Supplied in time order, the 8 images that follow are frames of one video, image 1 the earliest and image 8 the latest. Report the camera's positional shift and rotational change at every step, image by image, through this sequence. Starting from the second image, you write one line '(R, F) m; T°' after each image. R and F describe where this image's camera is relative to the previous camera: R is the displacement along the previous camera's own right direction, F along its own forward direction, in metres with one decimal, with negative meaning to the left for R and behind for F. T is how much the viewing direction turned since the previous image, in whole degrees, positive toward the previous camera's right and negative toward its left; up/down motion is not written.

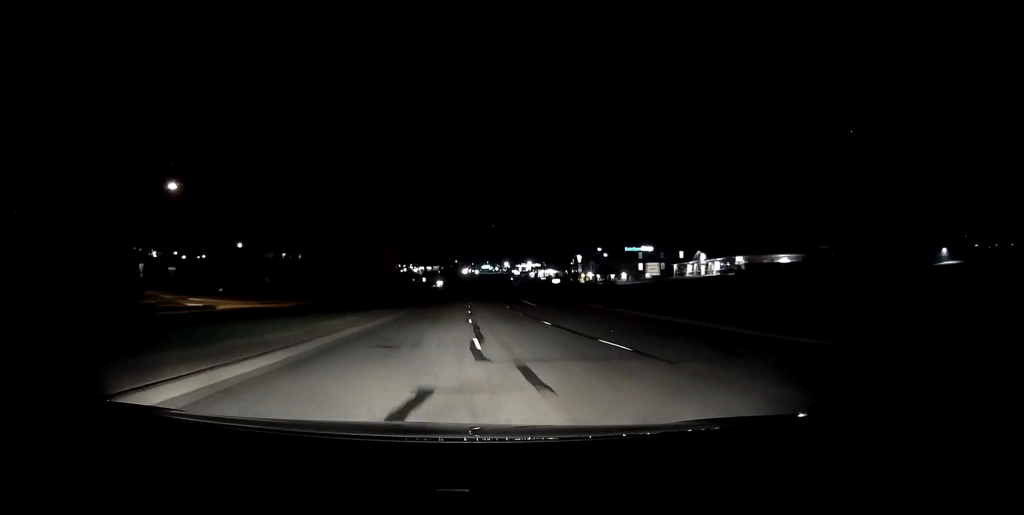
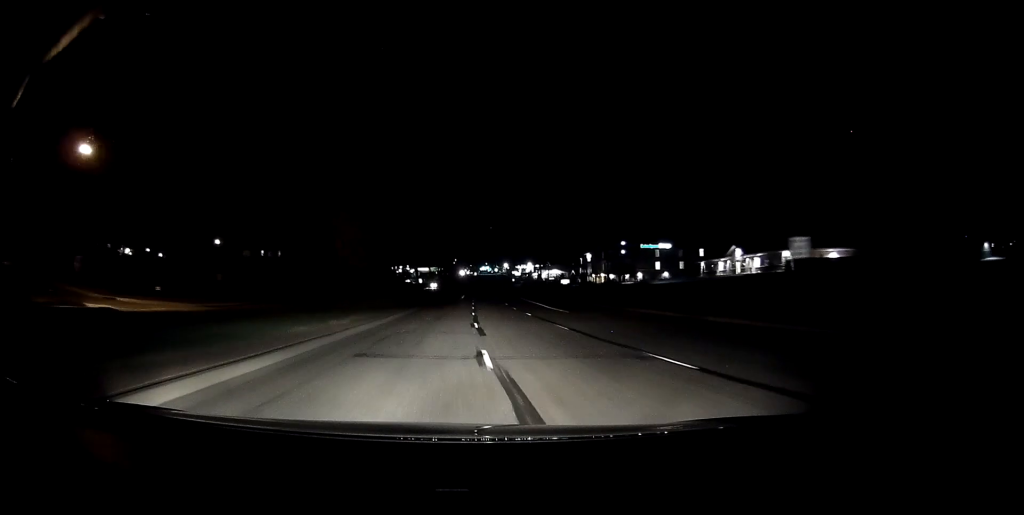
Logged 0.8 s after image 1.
(+0.1, +15.8) m; +1°
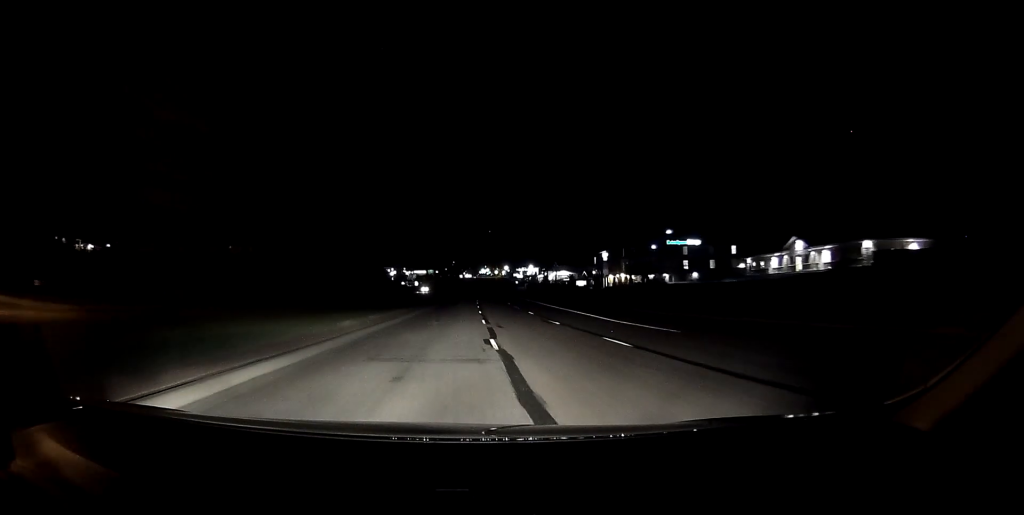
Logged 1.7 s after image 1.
(+0.1, +19.7) m; 0°
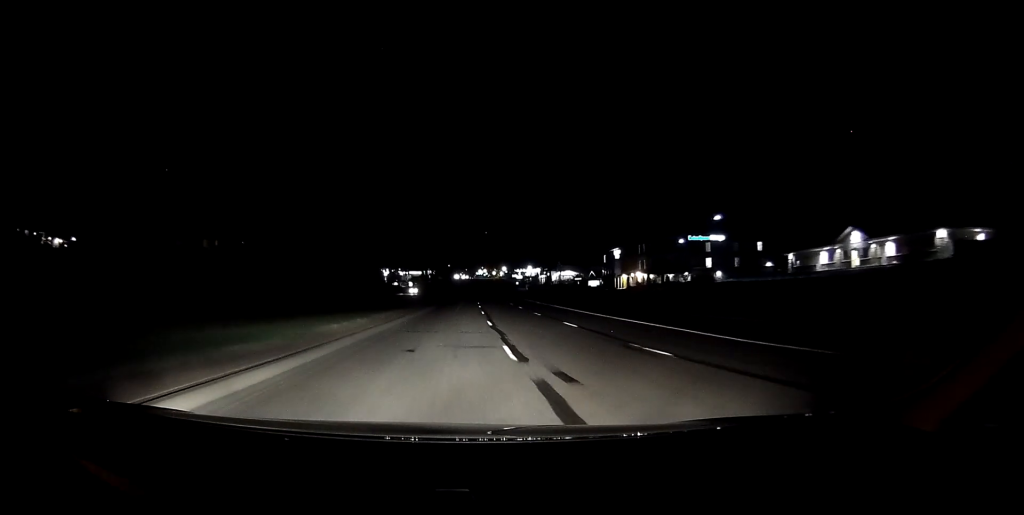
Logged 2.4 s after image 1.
(+0.1, +14.2) m; 0°
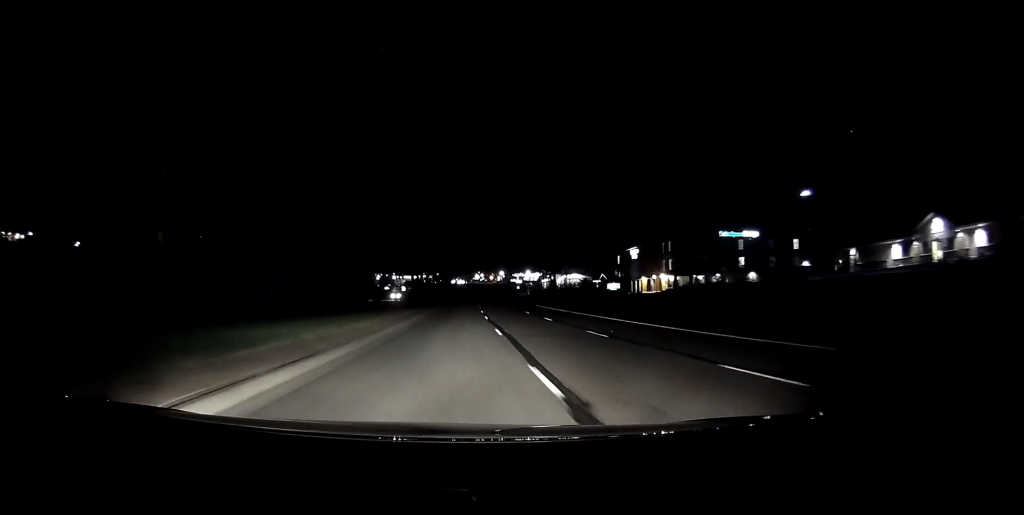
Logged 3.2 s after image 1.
(-0.2, +16.2) m; 0°
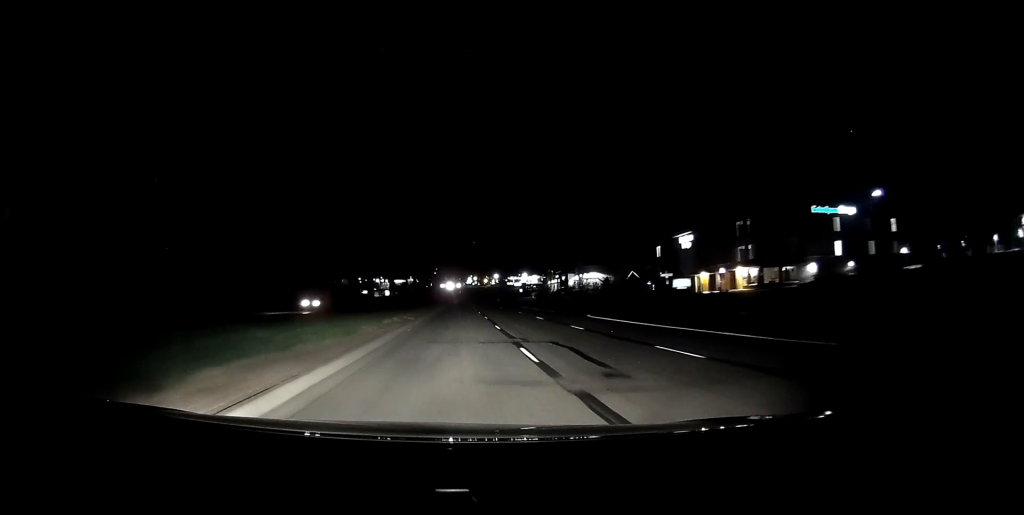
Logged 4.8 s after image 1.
(+0.6, +31.9) m; +1°
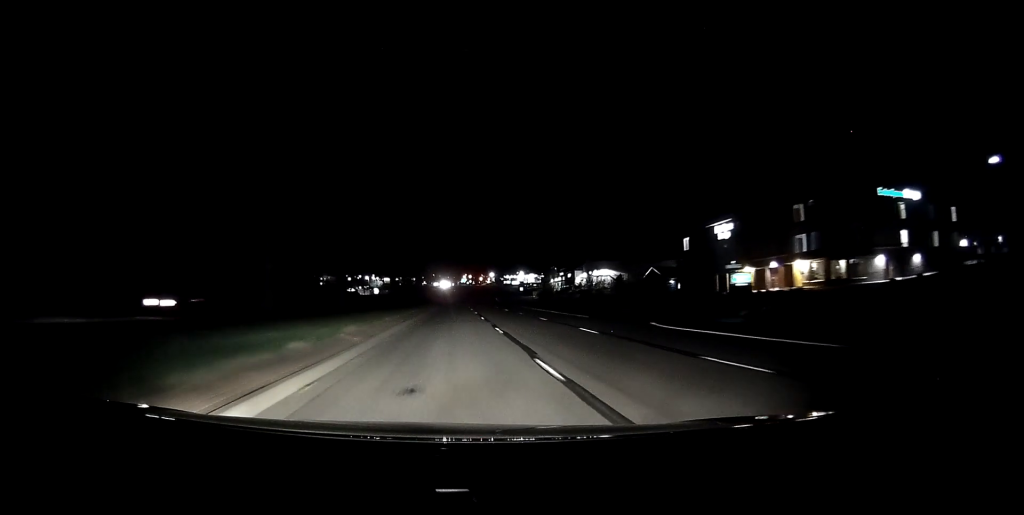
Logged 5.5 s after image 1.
(0.0, +15.0) m; 0°
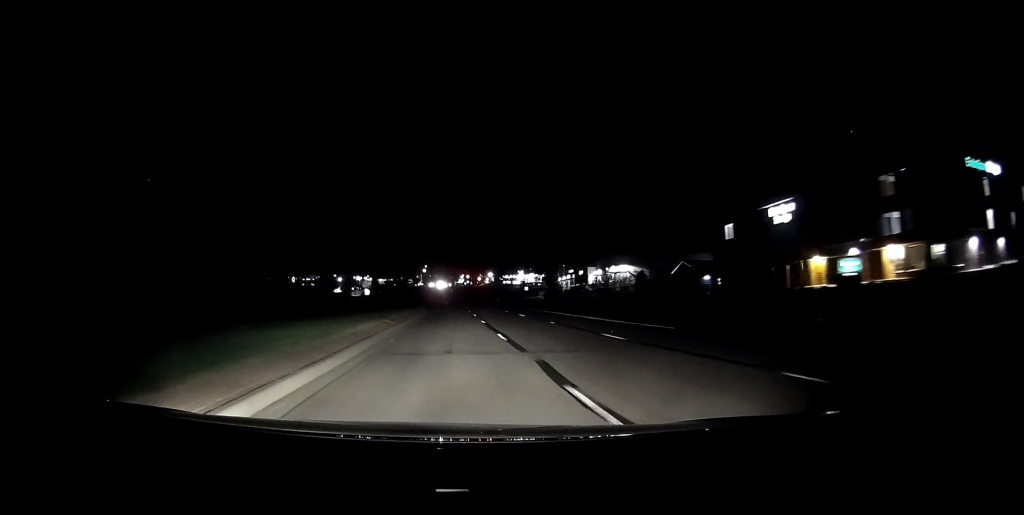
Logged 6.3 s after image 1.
(0.0, +15.7) m; 0°
